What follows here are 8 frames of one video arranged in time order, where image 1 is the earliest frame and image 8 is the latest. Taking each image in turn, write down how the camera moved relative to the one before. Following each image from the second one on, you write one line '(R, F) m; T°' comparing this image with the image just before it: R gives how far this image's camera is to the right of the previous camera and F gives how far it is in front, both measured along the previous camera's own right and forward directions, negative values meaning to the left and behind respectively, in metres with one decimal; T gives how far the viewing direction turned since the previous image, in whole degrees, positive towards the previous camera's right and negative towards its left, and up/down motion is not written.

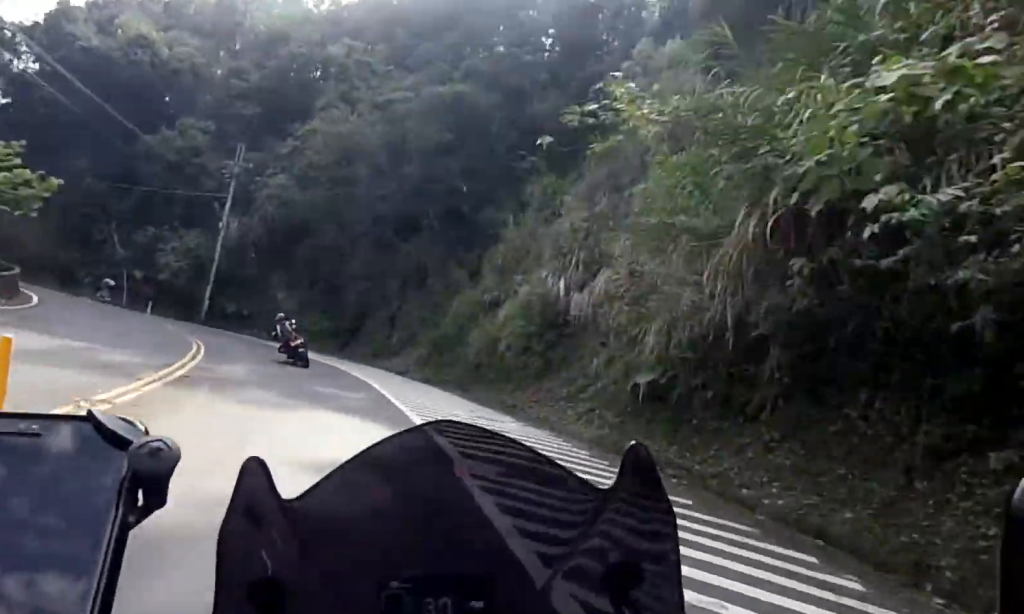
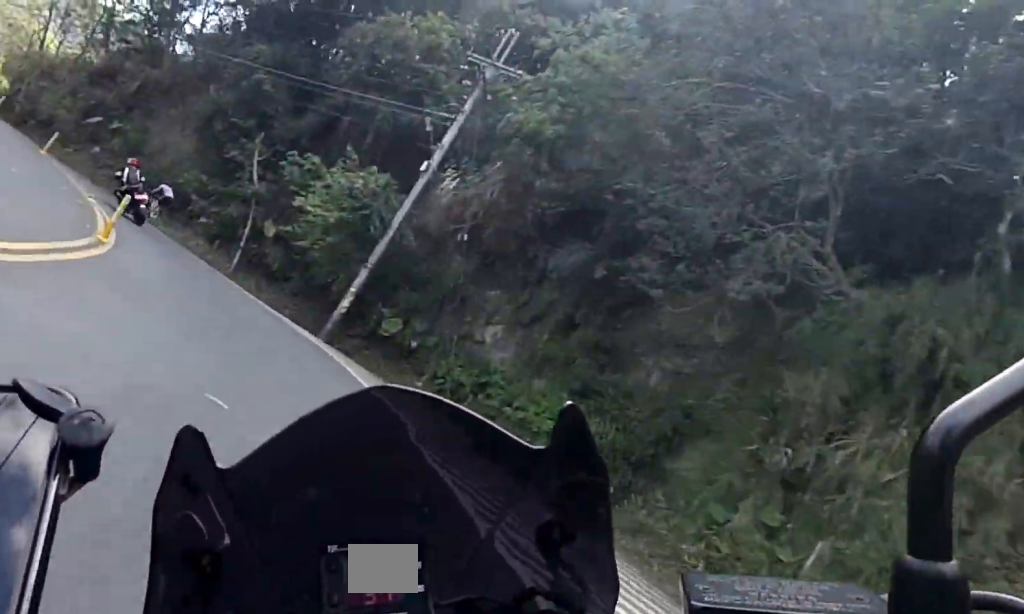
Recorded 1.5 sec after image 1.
(-1.2, +19.0) m; -15°
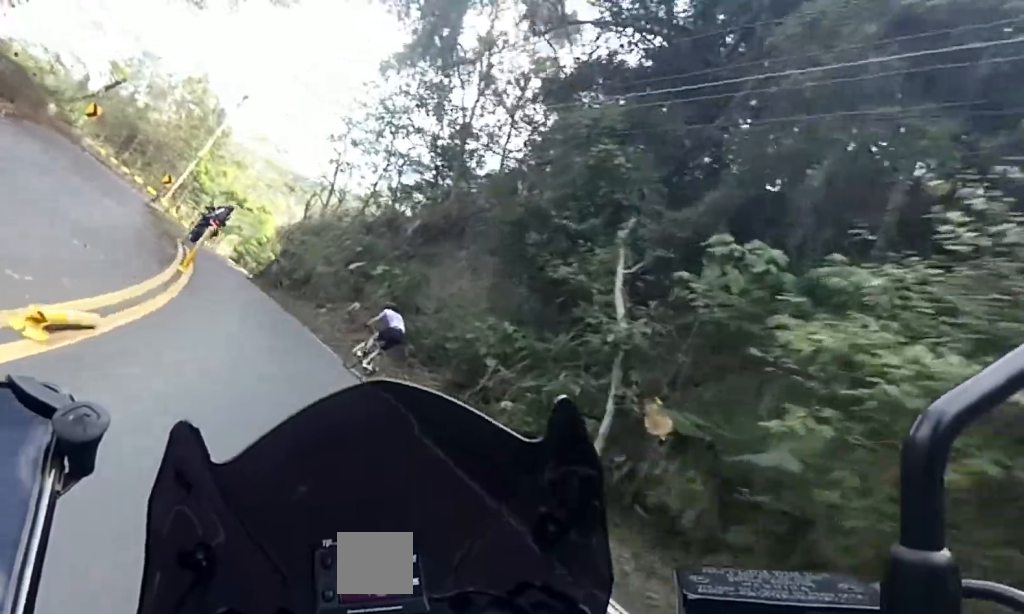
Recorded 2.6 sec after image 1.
(-2.3, +11.9) m; -30°
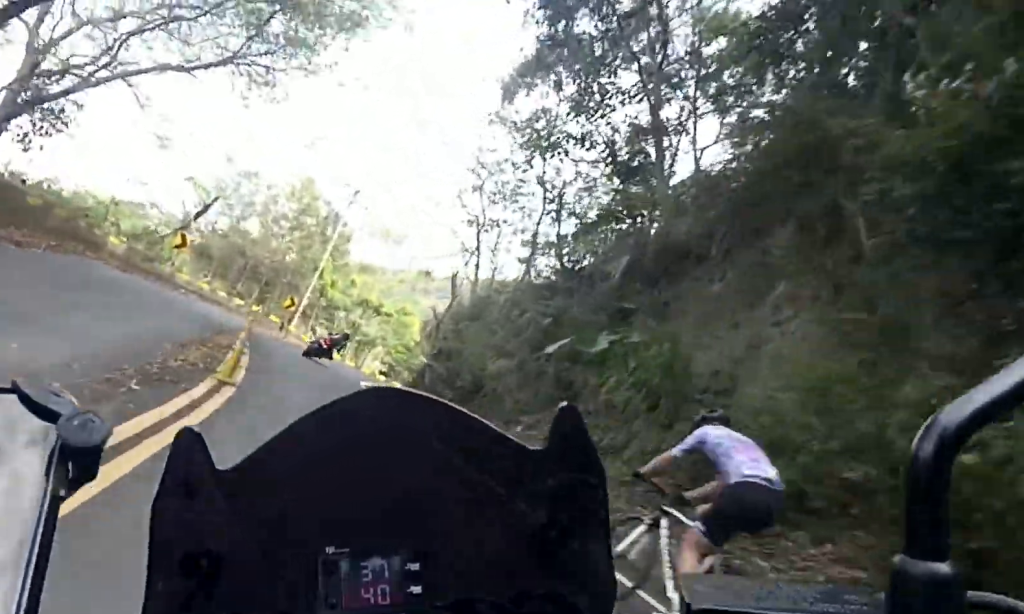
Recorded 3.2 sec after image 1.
(-1.2, +7.0) m; -14°
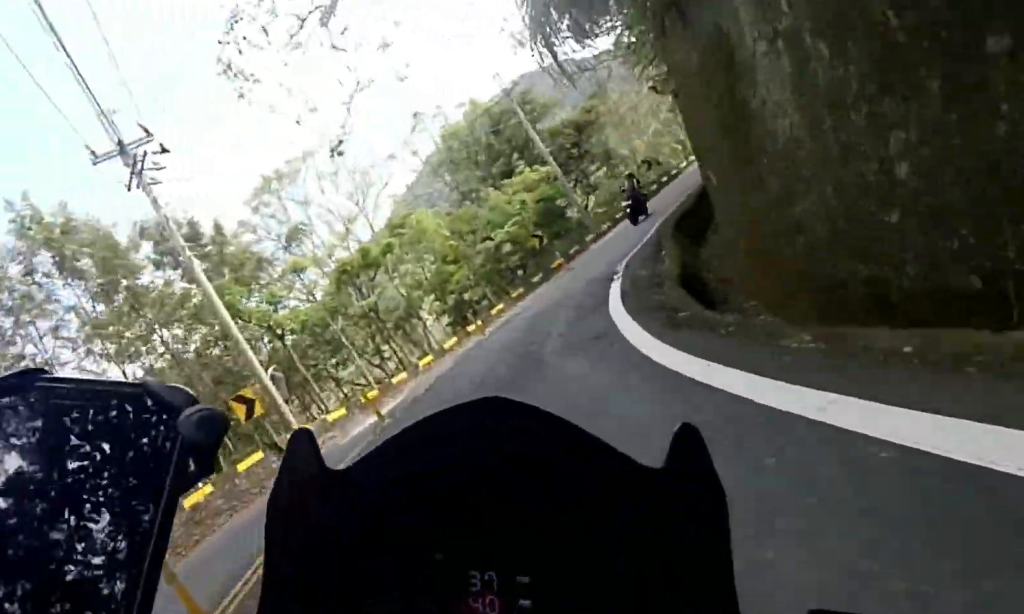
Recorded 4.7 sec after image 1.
(-1.2, +18.8) m; +7°
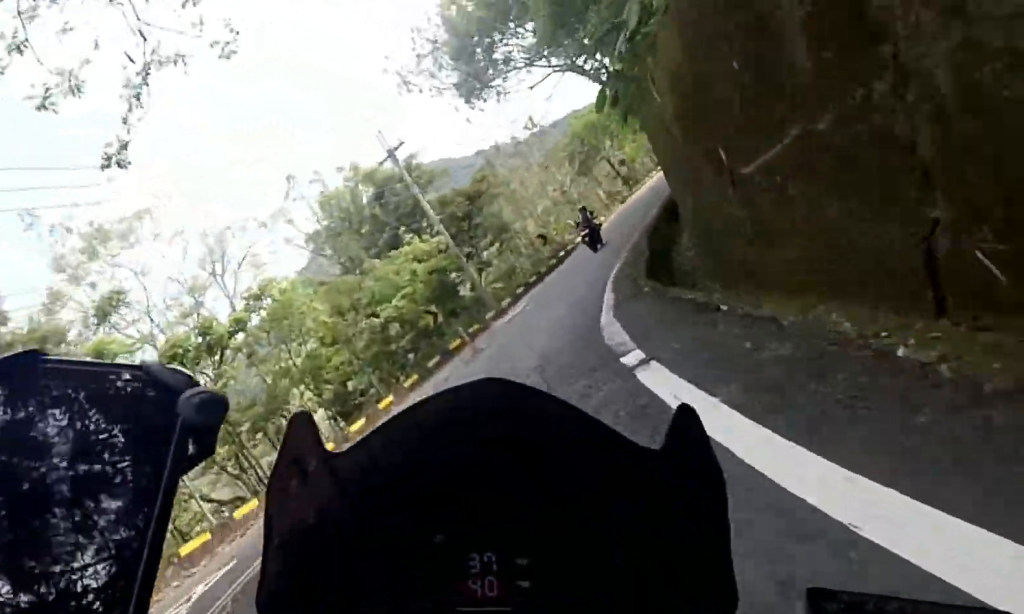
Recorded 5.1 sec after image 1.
(+0.3, +6.0) m; +7°
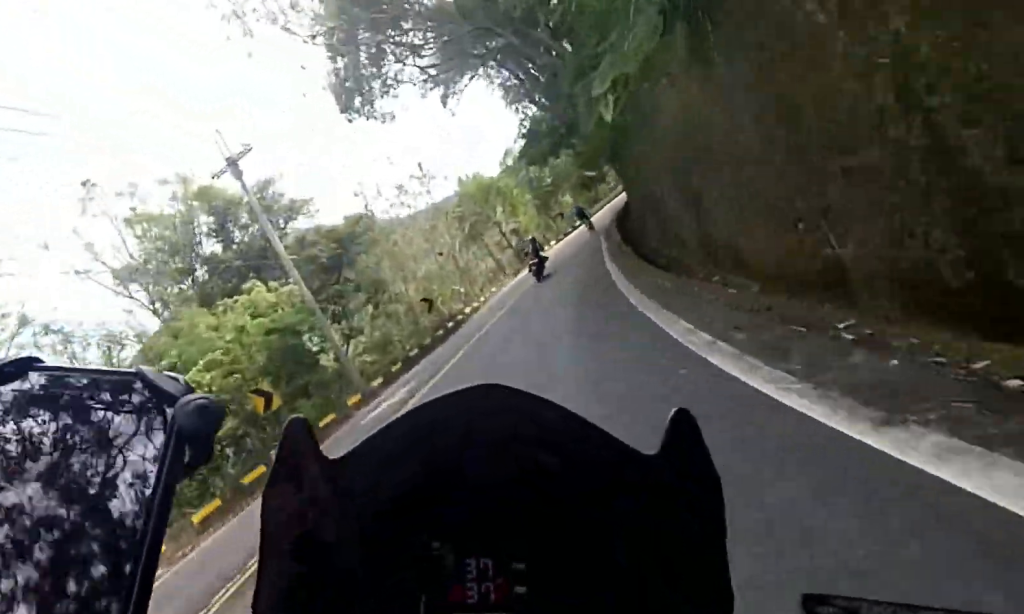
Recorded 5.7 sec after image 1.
(0.0, +8.6) m; +10°
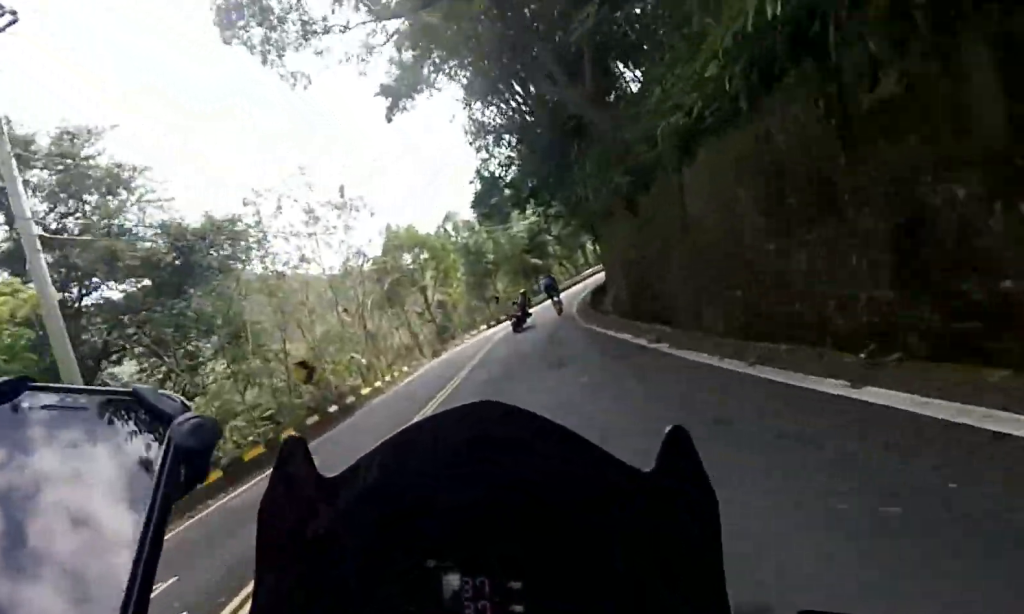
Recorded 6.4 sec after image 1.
(+1.2, +8.7) m; +11°
